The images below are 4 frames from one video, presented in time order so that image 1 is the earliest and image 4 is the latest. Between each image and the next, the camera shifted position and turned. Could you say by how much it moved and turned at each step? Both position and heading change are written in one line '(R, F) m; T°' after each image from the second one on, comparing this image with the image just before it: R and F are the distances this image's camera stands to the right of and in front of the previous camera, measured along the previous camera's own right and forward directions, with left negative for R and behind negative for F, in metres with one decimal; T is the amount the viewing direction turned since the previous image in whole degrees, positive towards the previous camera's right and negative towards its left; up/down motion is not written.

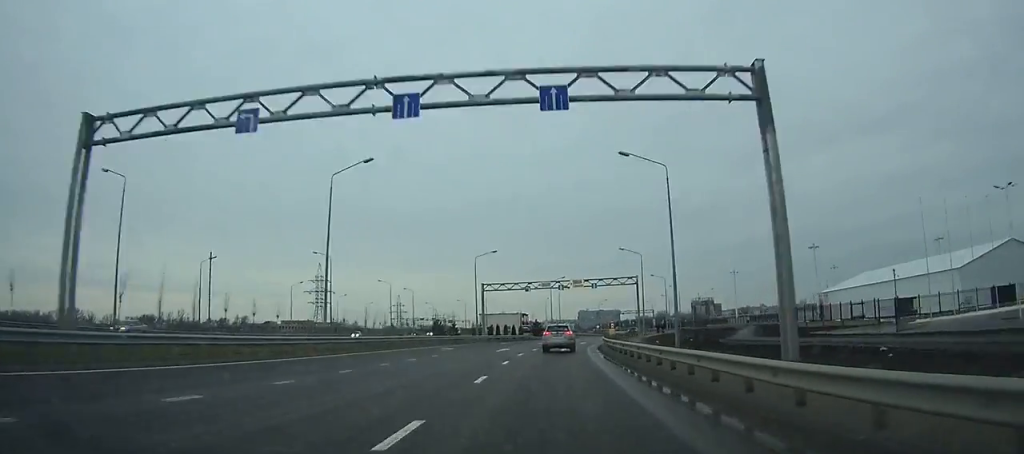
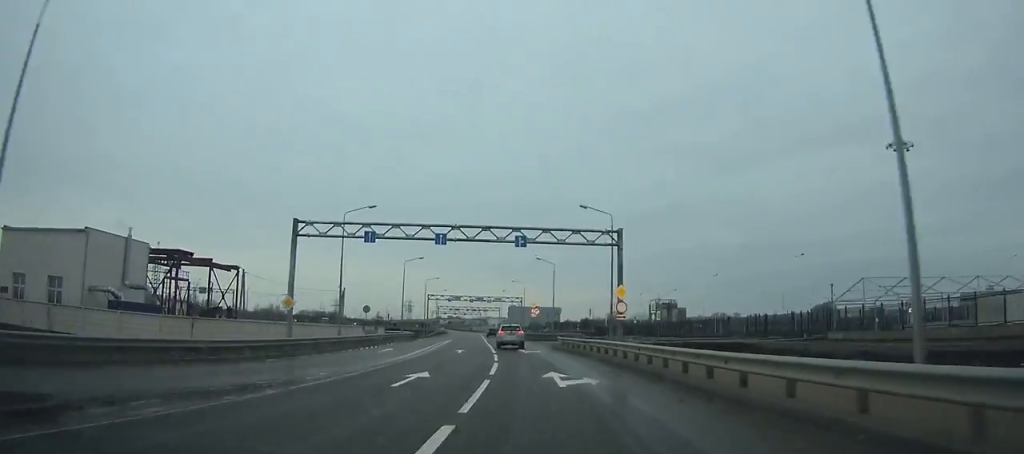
(+15.5, +168.0) m; -1°
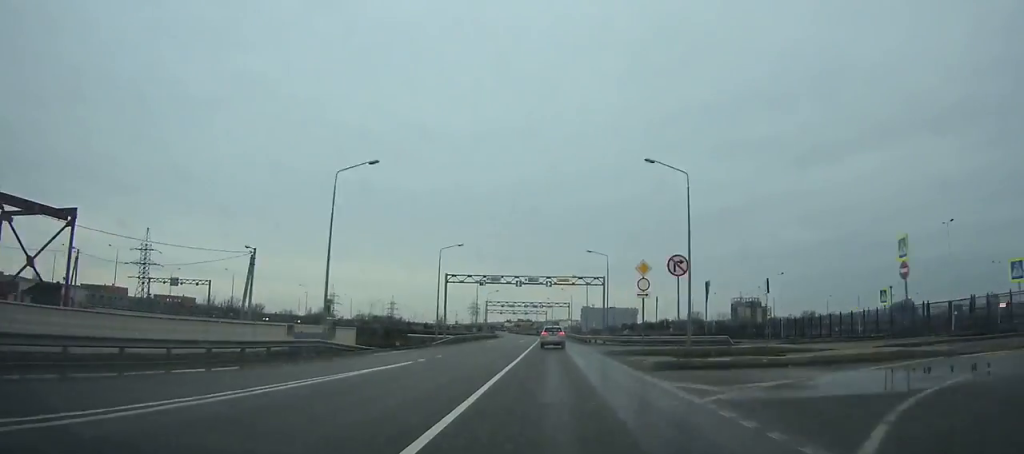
(-2.5, +46.7) m; -4°
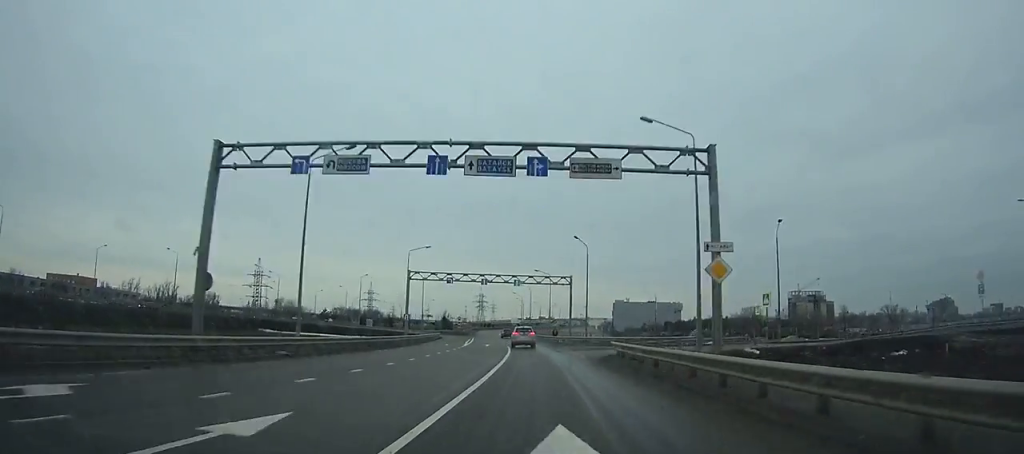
(-5.0, +106.0) m; -6°
